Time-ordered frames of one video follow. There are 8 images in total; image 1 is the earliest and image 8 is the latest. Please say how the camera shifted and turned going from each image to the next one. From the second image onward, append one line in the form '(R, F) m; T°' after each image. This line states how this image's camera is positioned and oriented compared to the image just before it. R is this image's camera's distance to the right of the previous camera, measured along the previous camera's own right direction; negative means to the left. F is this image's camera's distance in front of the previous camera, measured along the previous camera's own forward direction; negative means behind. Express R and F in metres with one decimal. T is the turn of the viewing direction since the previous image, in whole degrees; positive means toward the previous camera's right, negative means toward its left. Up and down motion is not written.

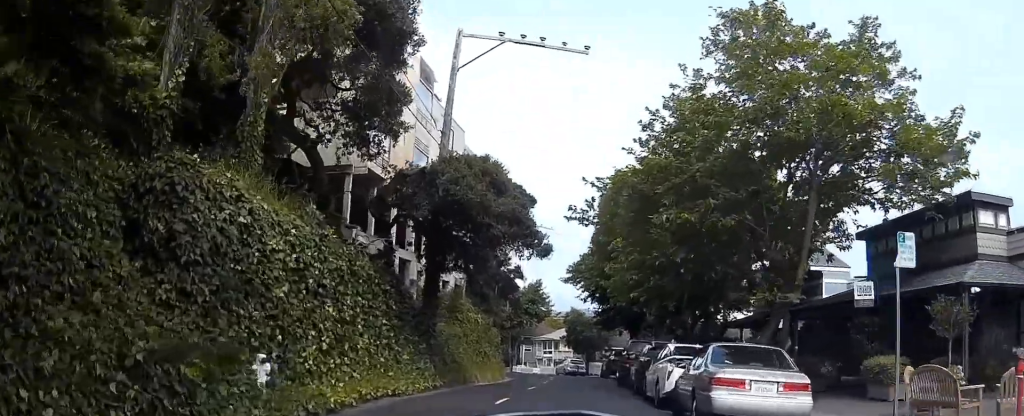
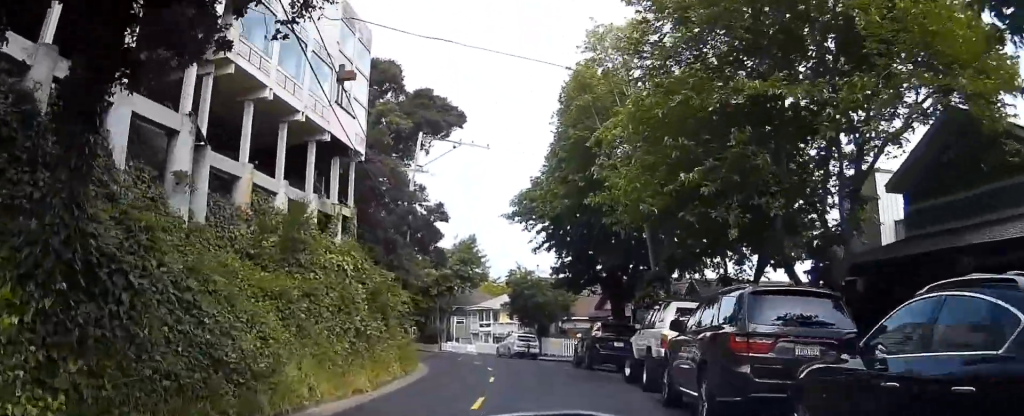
(+1.2, +18.8) m; +5°
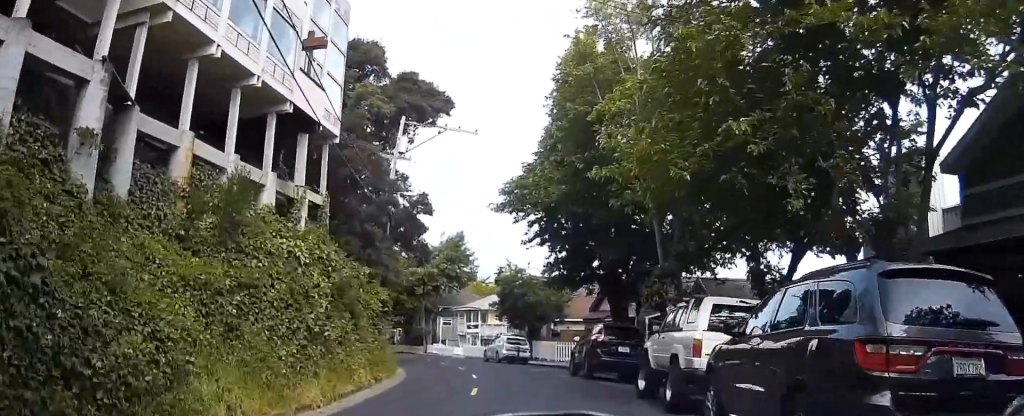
(0.0, +3.5) m; -1°
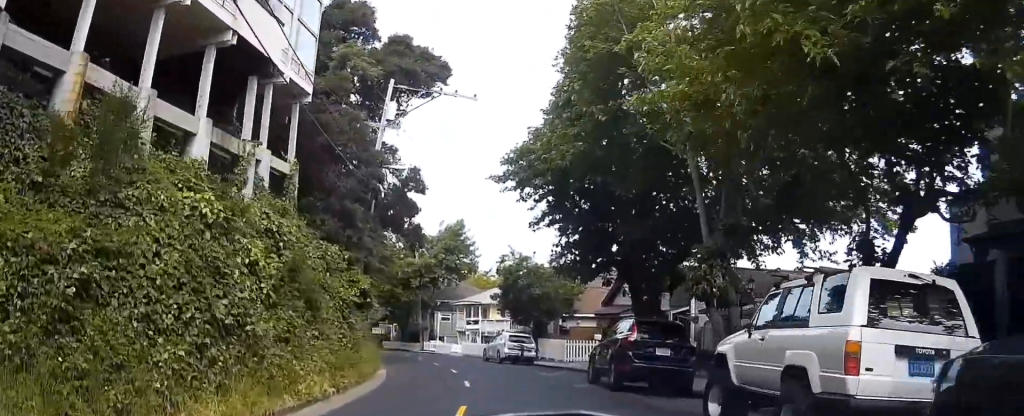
(0.0, +5.2) m; -2°
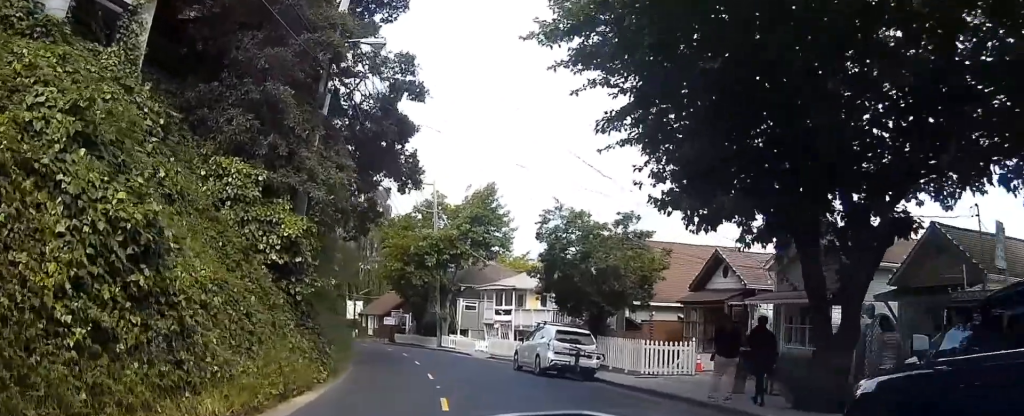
(-1.7, +13.7) m; -7°
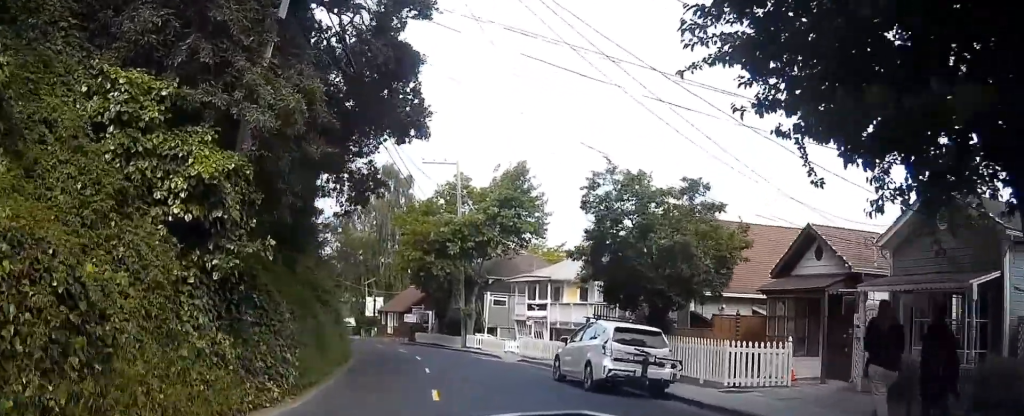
(+0.3, +6.0) m; +5°
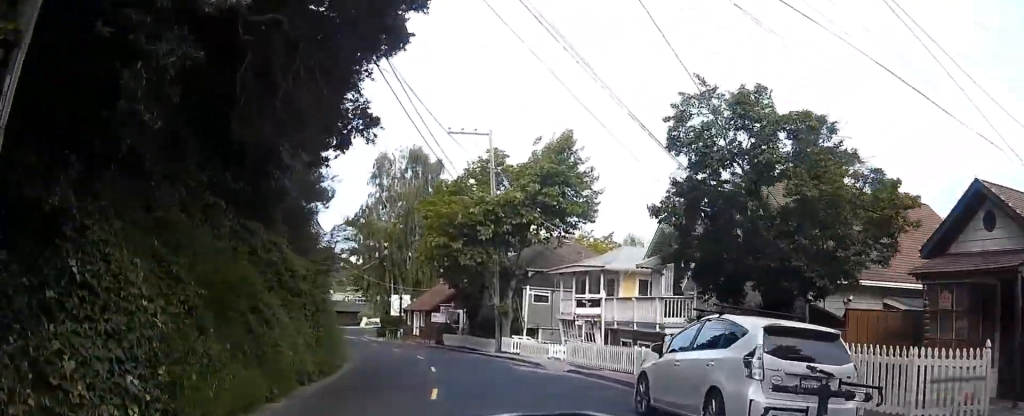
(+0.6, +7.1) m; +5°
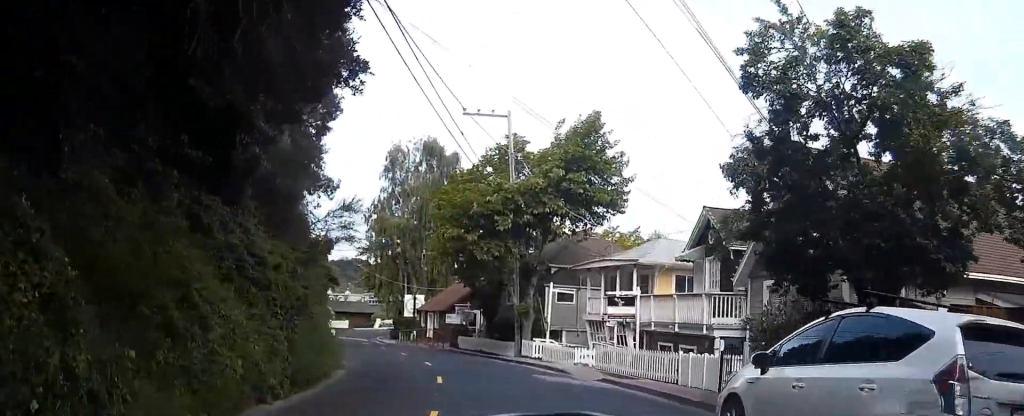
(+0.2, +3.5) m; 0°
